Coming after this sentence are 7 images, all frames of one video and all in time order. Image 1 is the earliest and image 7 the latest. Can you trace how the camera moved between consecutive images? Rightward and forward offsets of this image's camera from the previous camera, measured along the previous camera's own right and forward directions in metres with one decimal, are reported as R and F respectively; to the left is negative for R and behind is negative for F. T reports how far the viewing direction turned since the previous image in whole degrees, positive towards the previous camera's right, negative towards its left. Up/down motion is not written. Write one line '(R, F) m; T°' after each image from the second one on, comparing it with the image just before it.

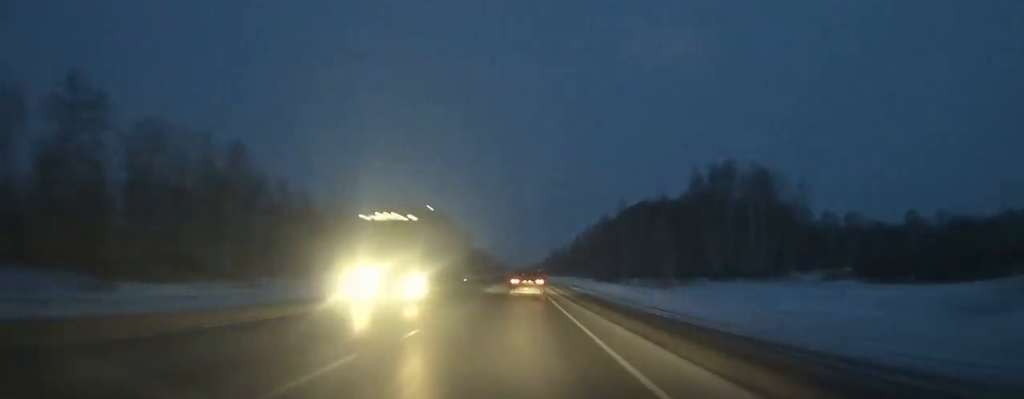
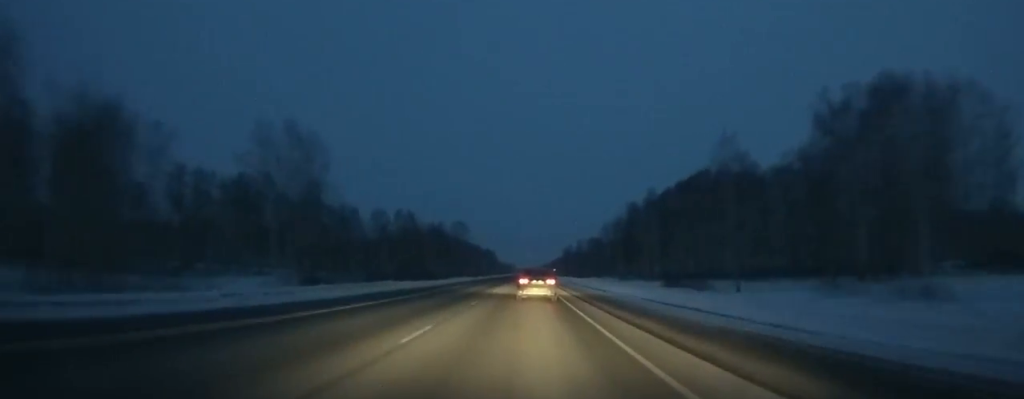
(-0.5, +54.1) m; 0°
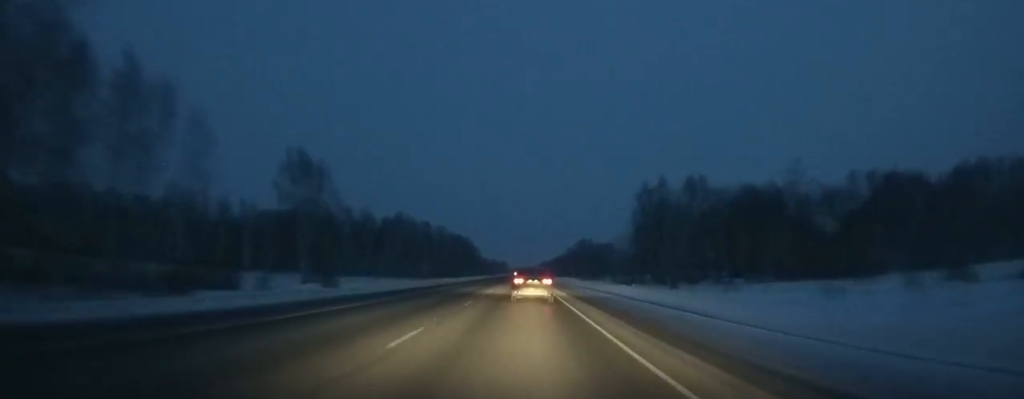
(+0.8, +190.8) m; 0°
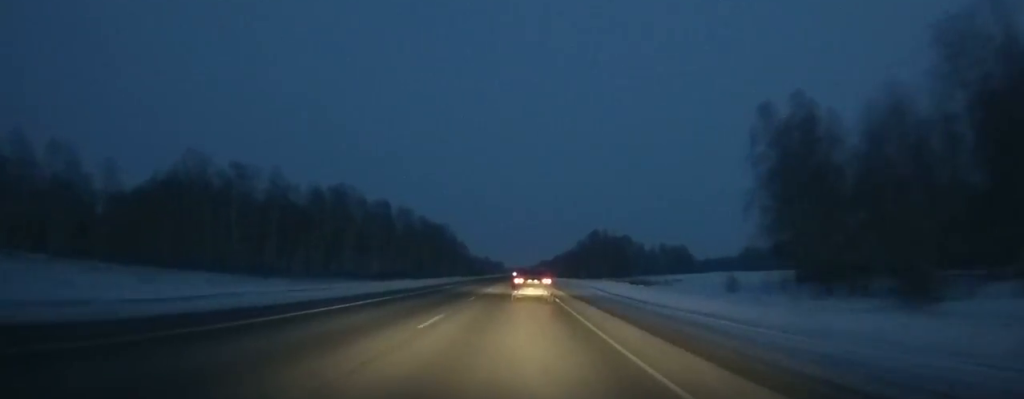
(0.0, +81.4) m; 0°
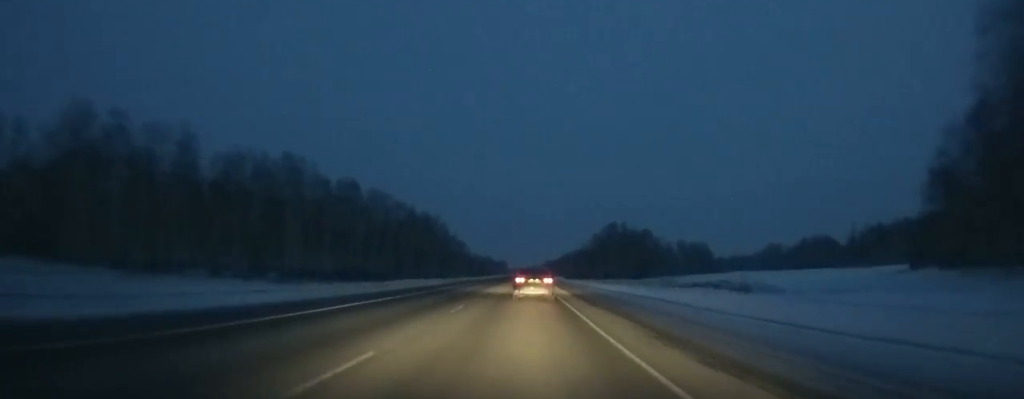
(0.0, +43.3) m; 0°
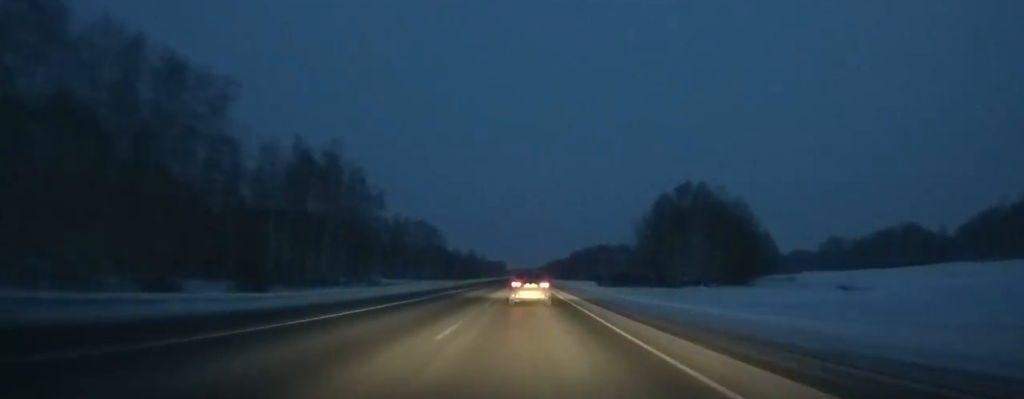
(-0.2, +114.8) m; 0°
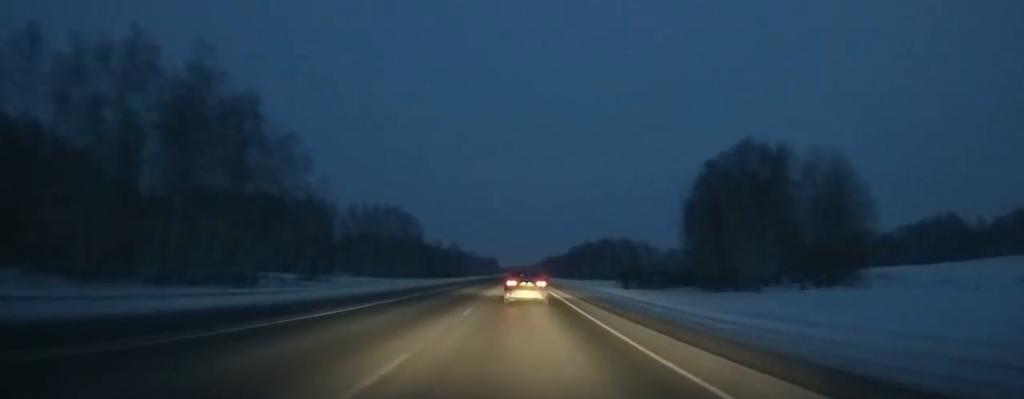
(0.0, +42.1) m; 0°
